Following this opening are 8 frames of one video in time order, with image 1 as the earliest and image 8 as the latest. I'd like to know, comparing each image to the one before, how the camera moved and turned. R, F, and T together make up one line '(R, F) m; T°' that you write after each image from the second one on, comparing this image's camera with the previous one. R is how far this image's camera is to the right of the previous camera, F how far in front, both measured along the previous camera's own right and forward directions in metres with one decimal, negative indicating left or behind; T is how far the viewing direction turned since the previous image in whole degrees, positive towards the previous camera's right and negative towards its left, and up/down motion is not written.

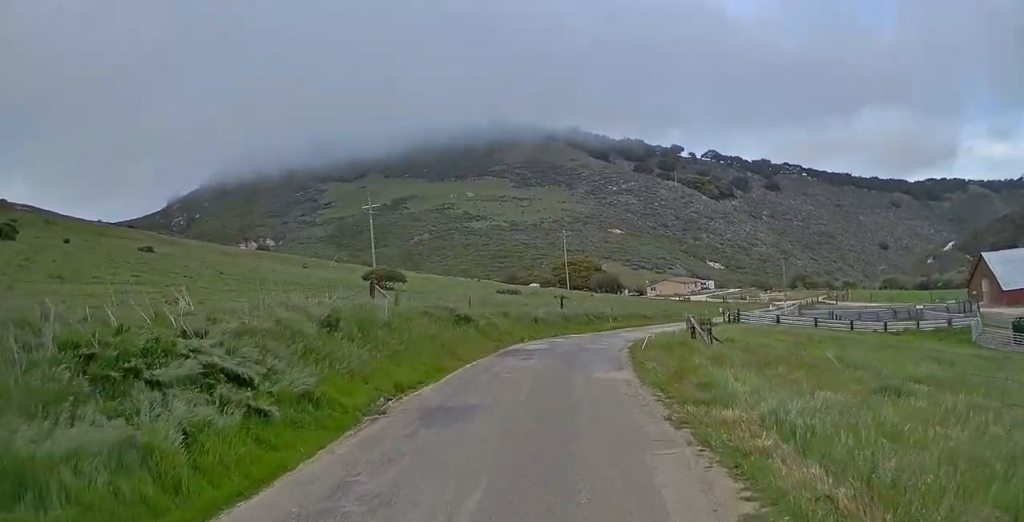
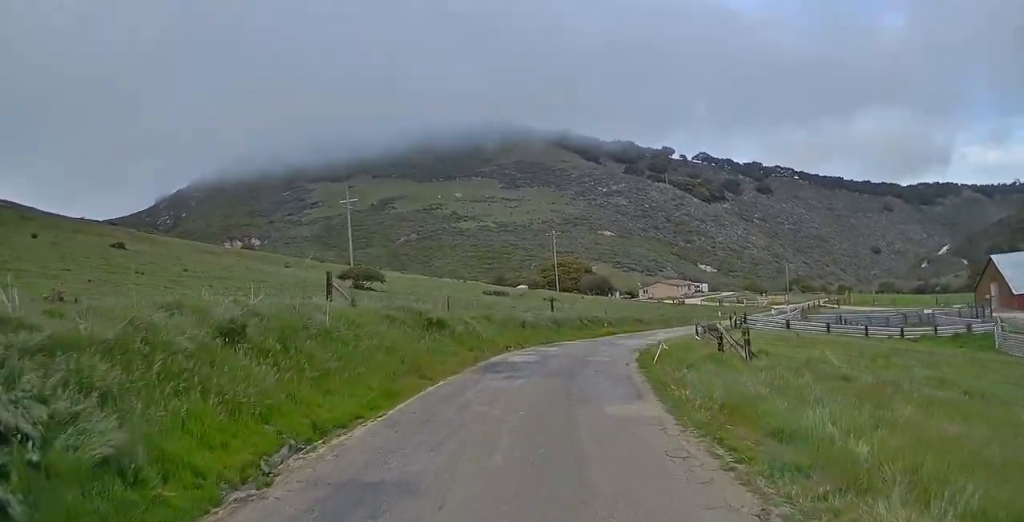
(-0.2, +5.3) m; -2°
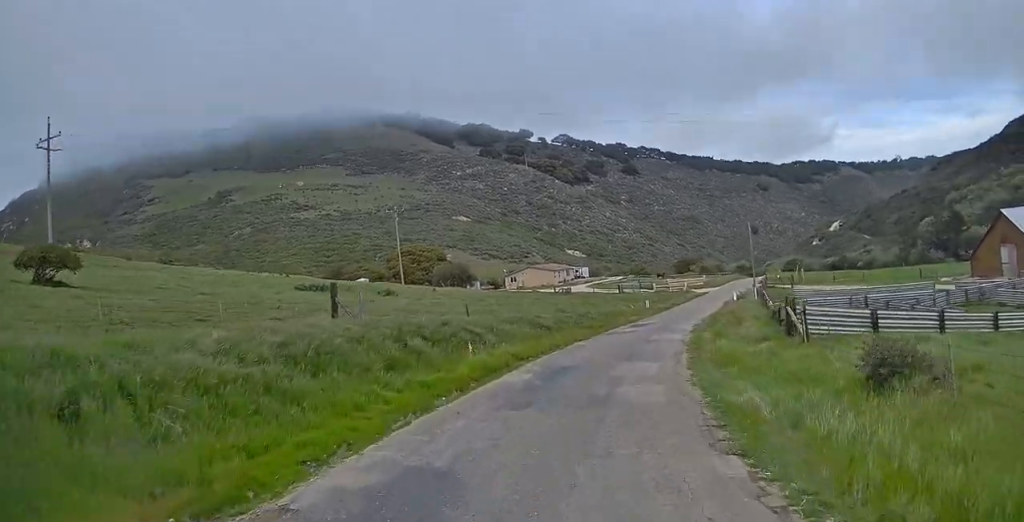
(+2.2, +33.4) m; +17°
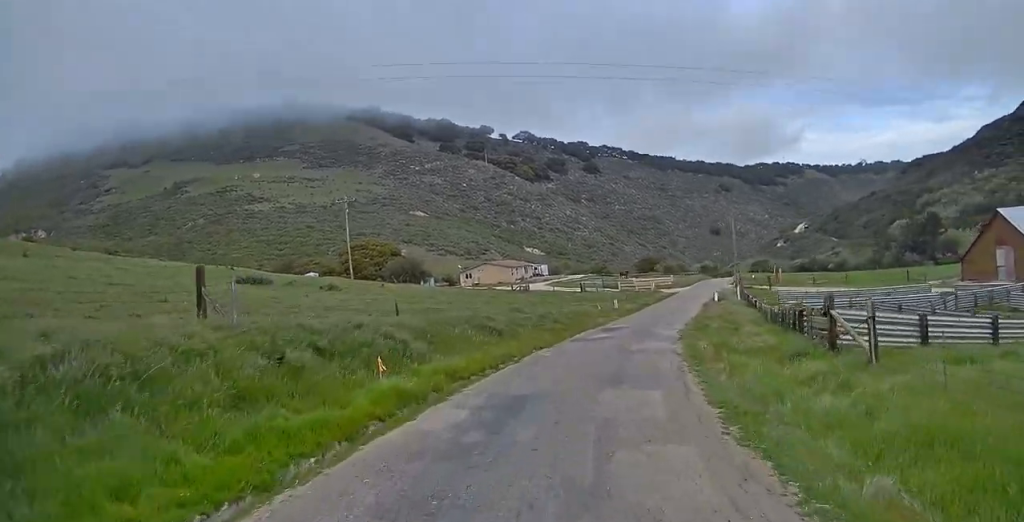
(+0.2, +6.7) m; +6°
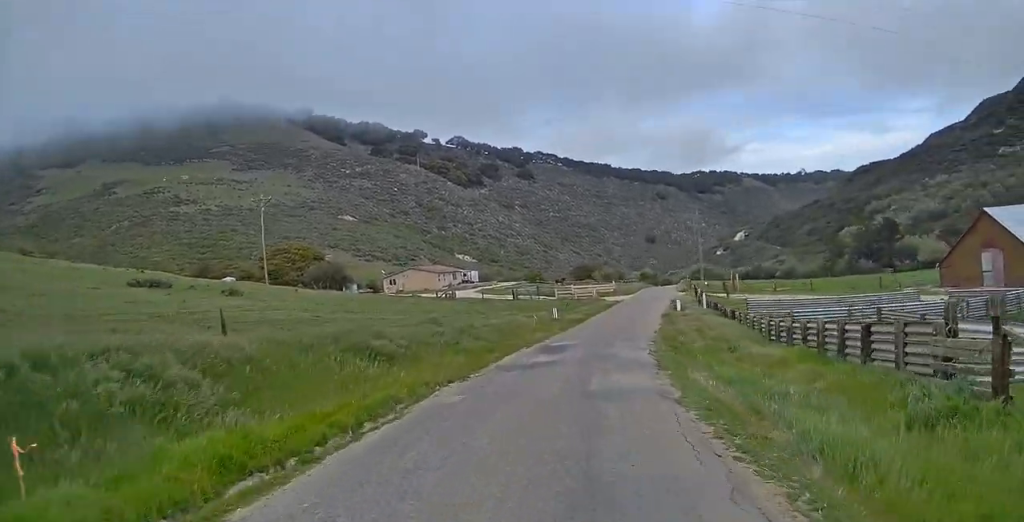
(+0.6, +9.1) m; +4°
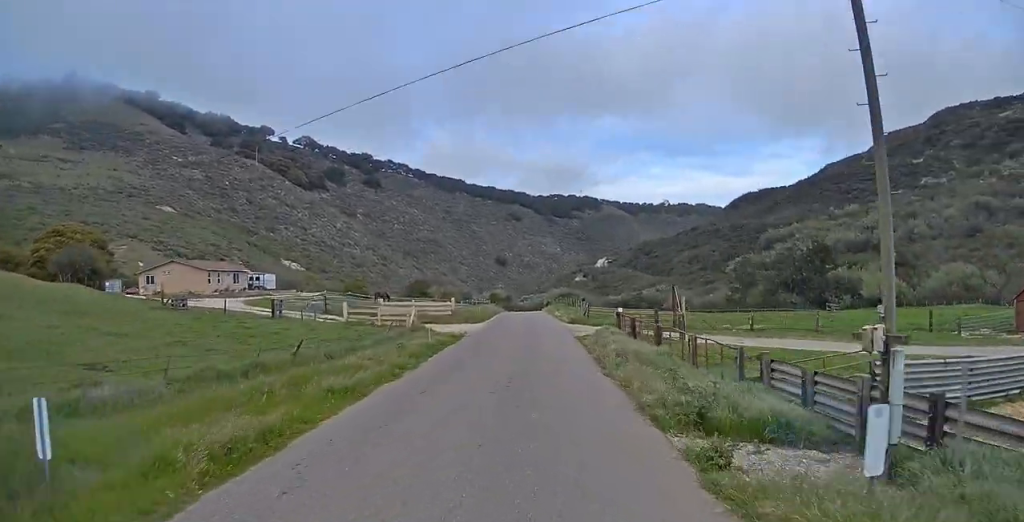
(+3.8, +32.5) m; +13°
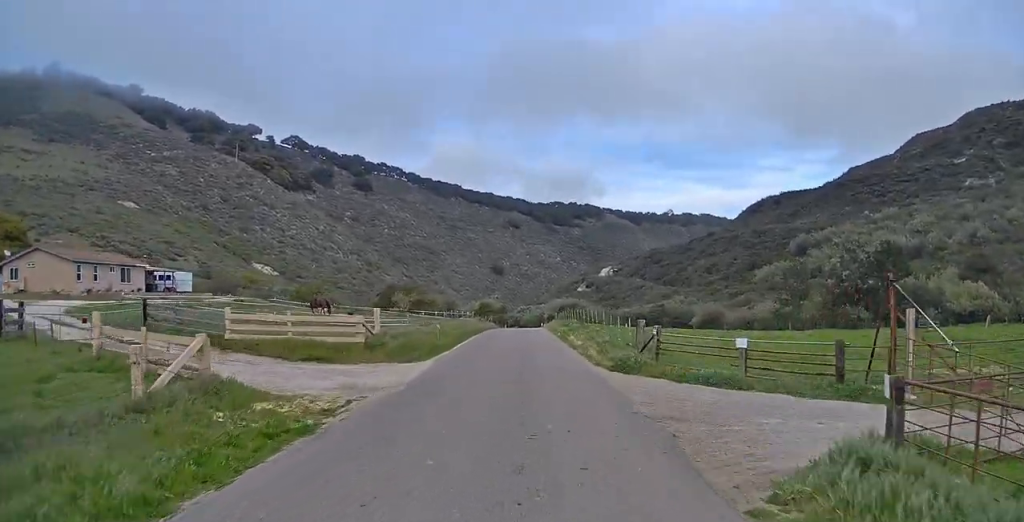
(+1.2, +24.2) m; +2°
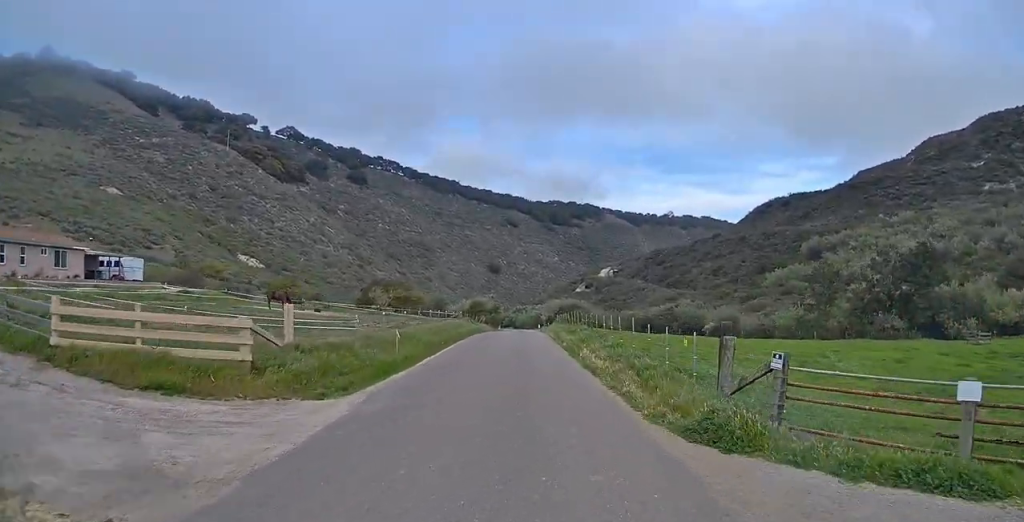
(-0.2, +10.0) m; 0°
